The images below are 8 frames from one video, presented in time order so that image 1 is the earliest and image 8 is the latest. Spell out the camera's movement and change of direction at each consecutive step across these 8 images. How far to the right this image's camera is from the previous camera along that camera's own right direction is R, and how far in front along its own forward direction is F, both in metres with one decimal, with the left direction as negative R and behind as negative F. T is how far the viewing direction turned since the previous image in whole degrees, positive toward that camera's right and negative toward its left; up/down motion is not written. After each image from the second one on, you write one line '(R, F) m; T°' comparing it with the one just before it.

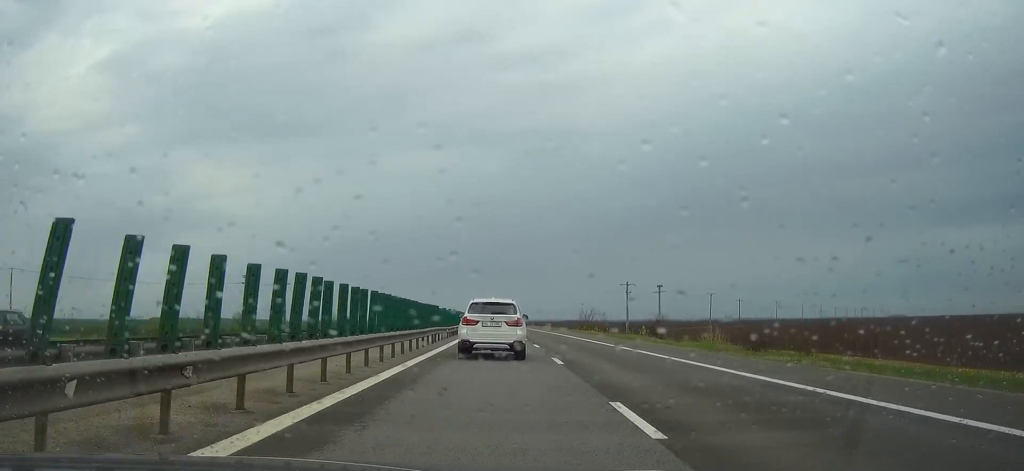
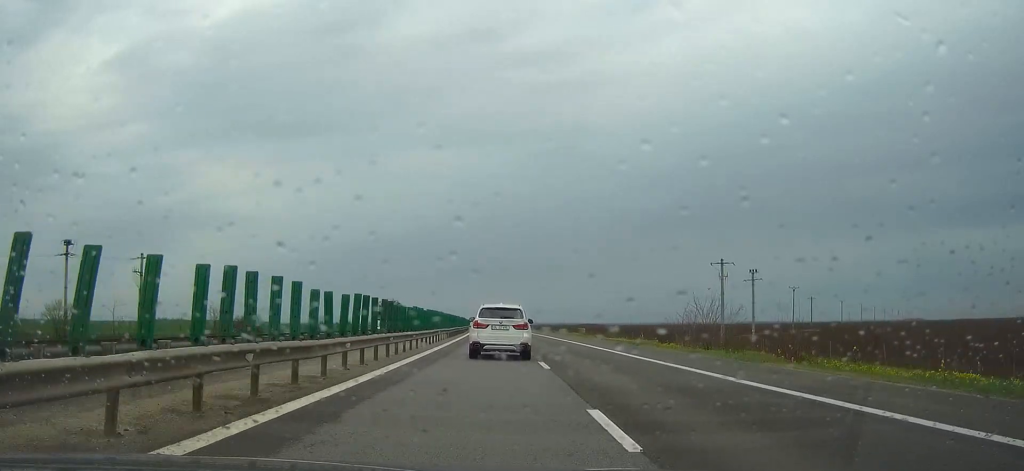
(-0.6, +70.4) m; -1°
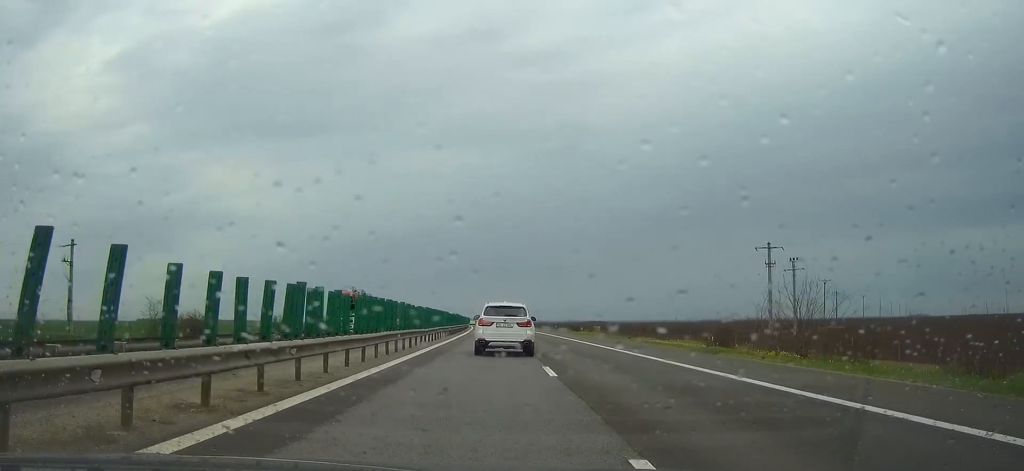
(-0.1, +16.4) m; 0°
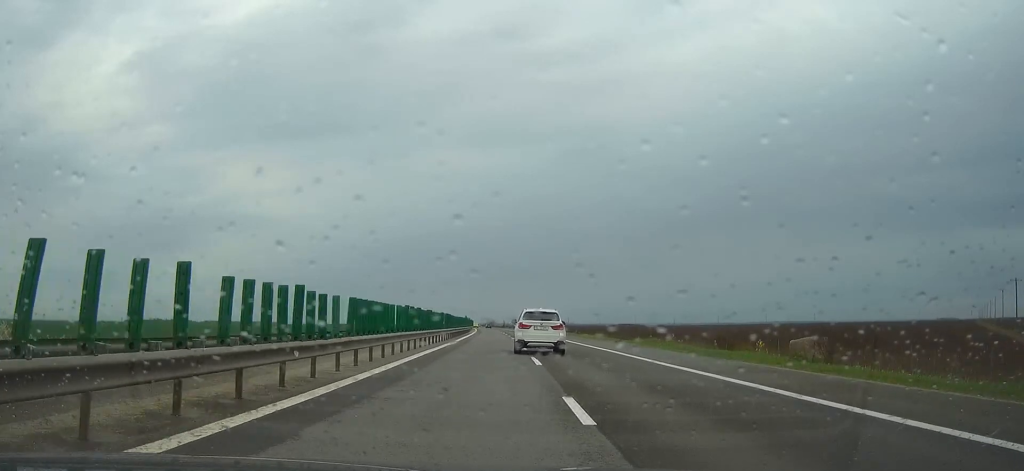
(-2.3, +81.0) m; -3°
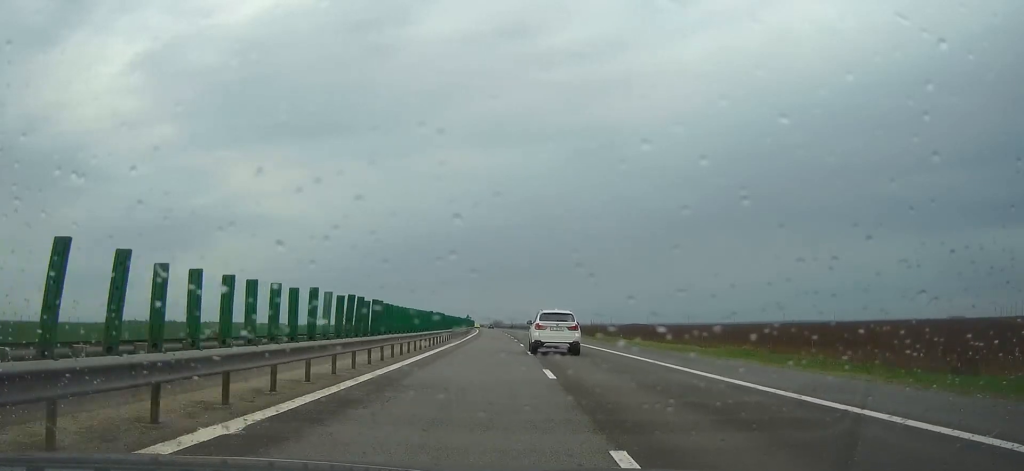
(-0.3, +29.0) m; -1°
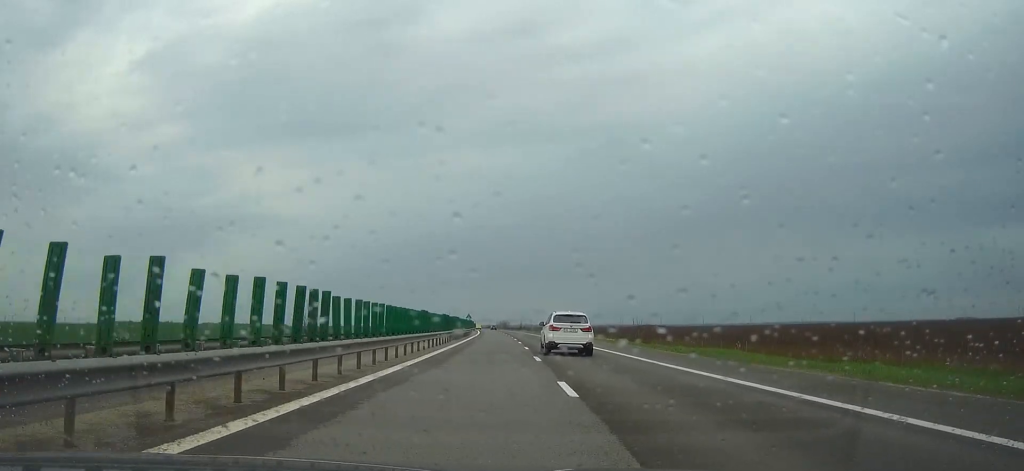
(0.0, +27.9) m; 0°
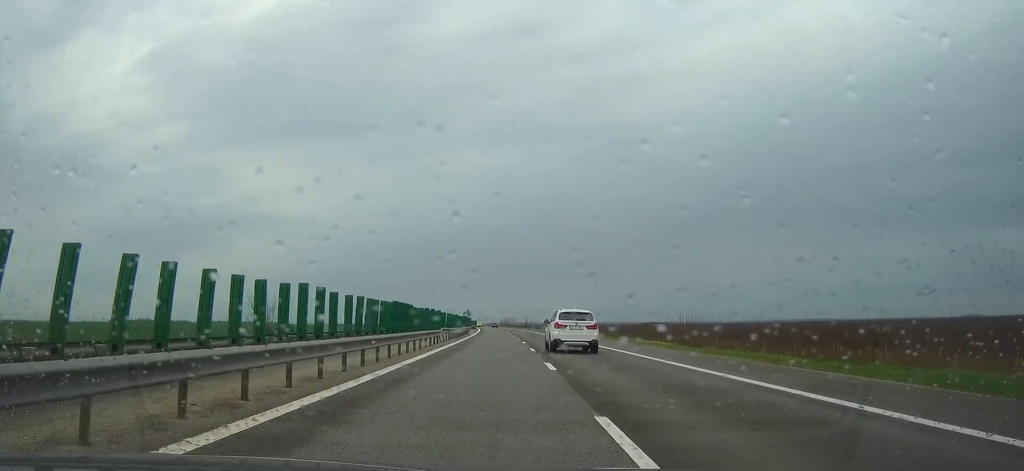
(0.0, +17.9) m; 0°
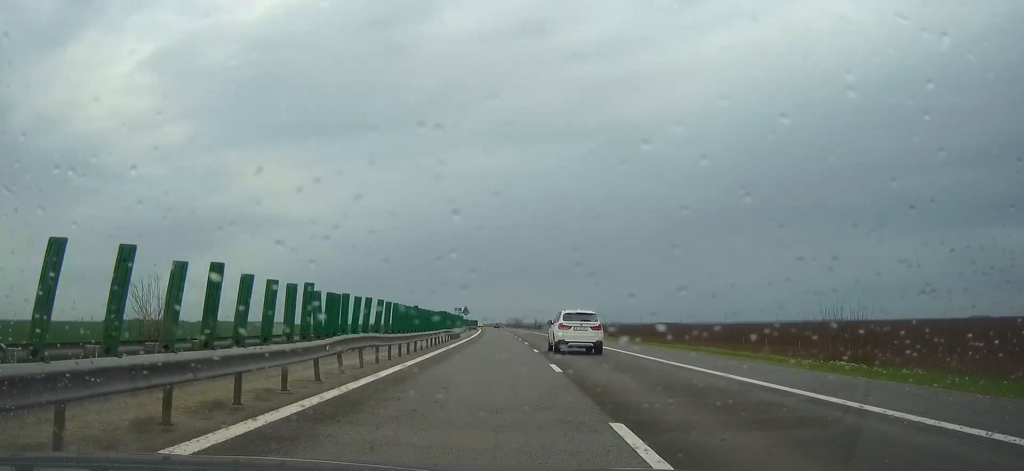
(0.0, +24.4) m; 0°
